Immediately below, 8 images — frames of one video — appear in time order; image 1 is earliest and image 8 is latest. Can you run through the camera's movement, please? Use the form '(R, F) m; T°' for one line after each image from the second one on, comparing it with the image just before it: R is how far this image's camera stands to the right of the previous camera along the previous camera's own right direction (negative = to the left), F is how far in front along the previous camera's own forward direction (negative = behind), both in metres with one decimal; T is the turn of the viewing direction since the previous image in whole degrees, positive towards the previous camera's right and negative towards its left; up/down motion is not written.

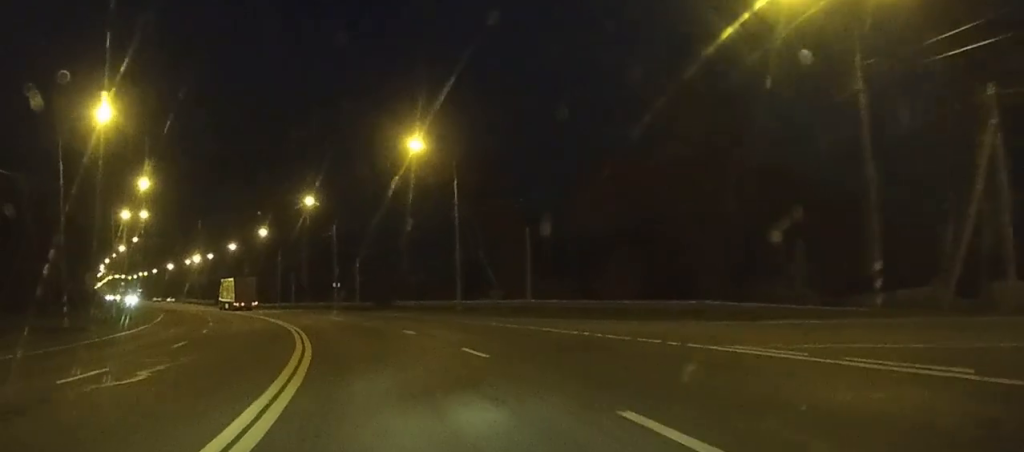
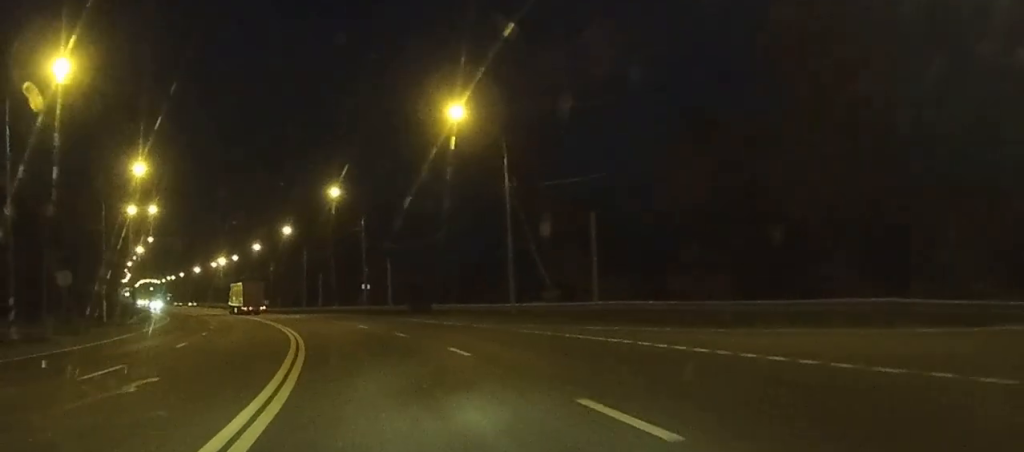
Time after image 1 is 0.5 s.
(+0.4, +10.7) m; -2°
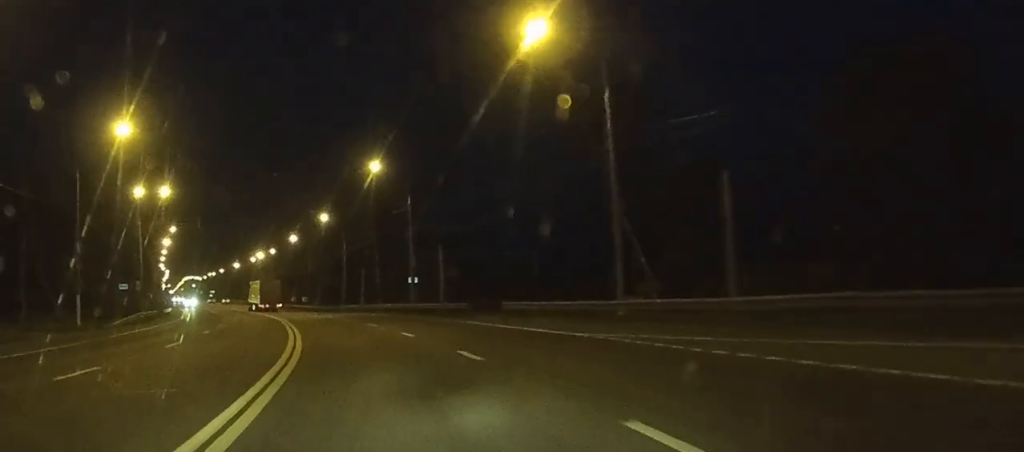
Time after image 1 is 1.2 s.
(-0.7, +14.2) m; -3°
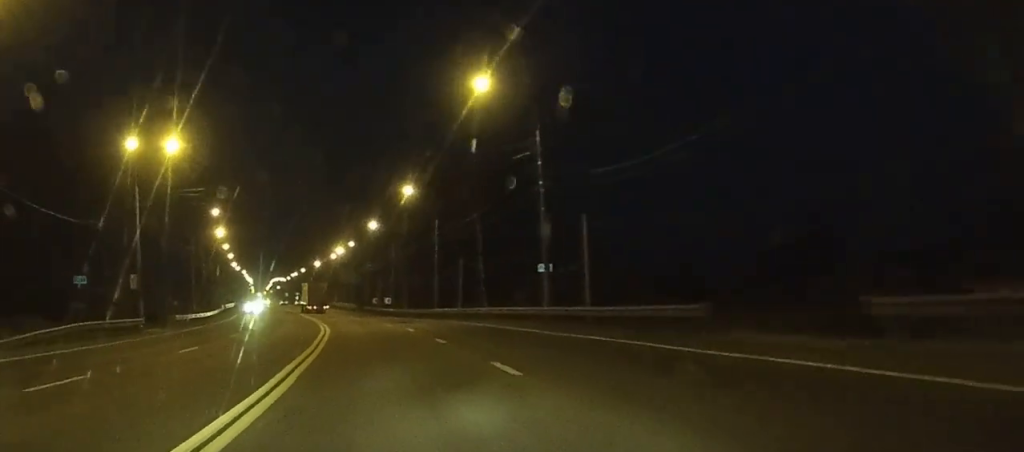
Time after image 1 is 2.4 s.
(-1.0, +26.8) m; -5°
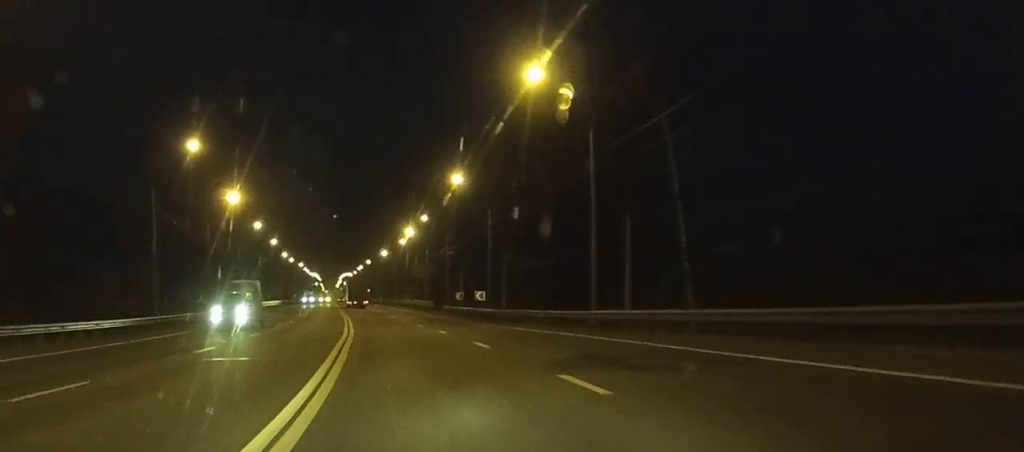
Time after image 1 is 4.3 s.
(-3.2, +38.3) m; -8°
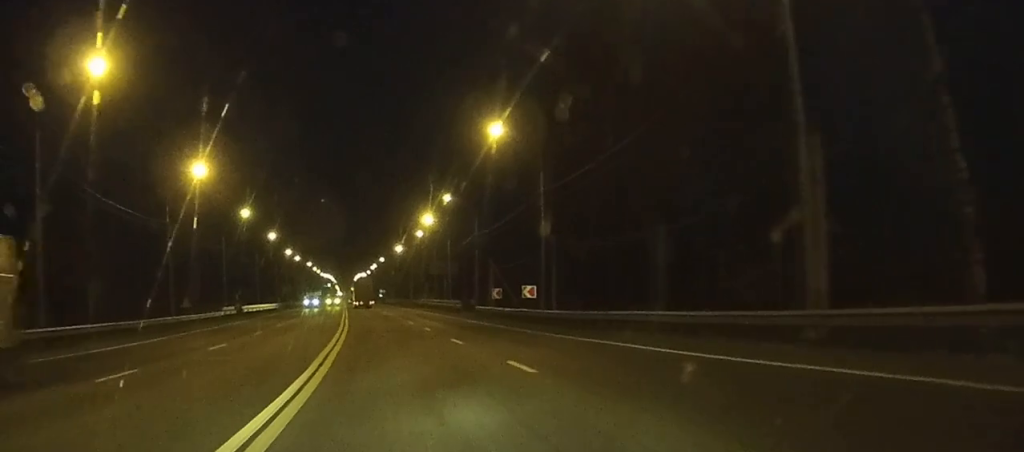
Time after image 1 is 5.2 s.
(-0.4, +19.8) m; -2°
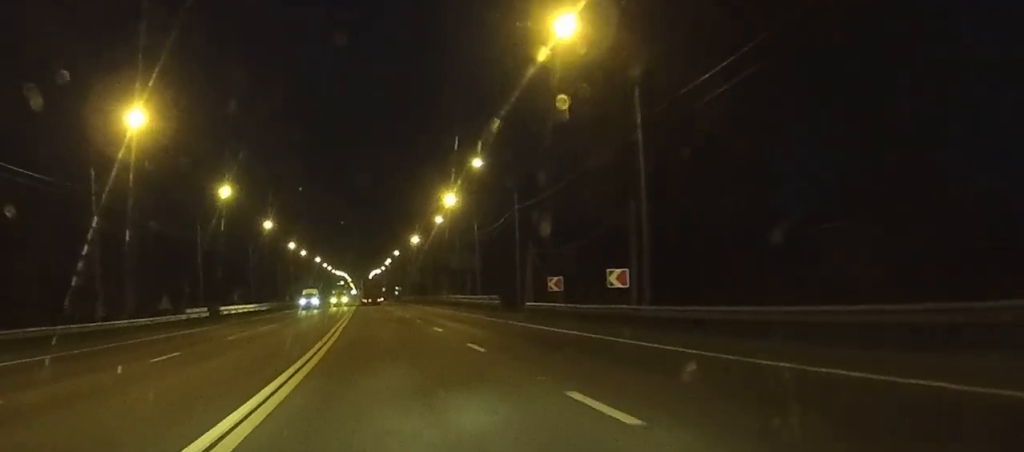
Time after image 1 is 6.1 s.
(-0.2, +18.7) m; -1°
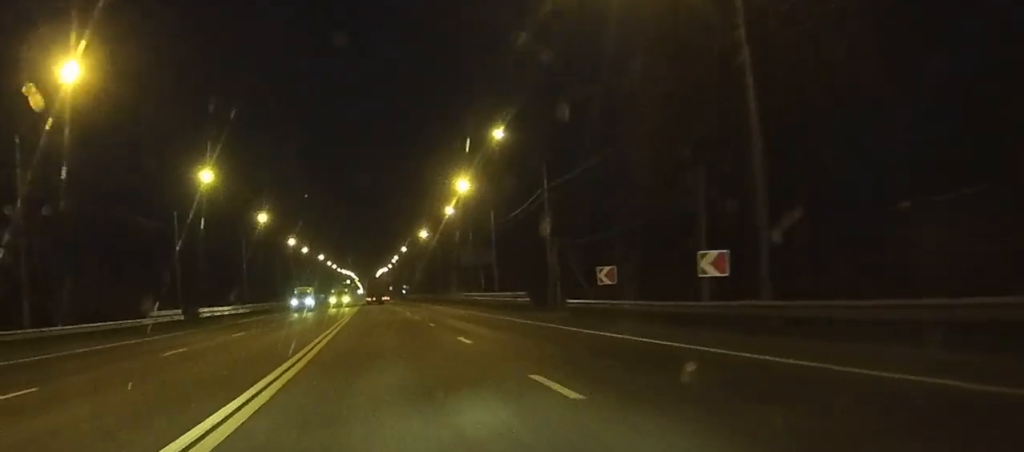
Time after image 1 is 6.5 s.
(-0.1, +10.2) m; 0°
